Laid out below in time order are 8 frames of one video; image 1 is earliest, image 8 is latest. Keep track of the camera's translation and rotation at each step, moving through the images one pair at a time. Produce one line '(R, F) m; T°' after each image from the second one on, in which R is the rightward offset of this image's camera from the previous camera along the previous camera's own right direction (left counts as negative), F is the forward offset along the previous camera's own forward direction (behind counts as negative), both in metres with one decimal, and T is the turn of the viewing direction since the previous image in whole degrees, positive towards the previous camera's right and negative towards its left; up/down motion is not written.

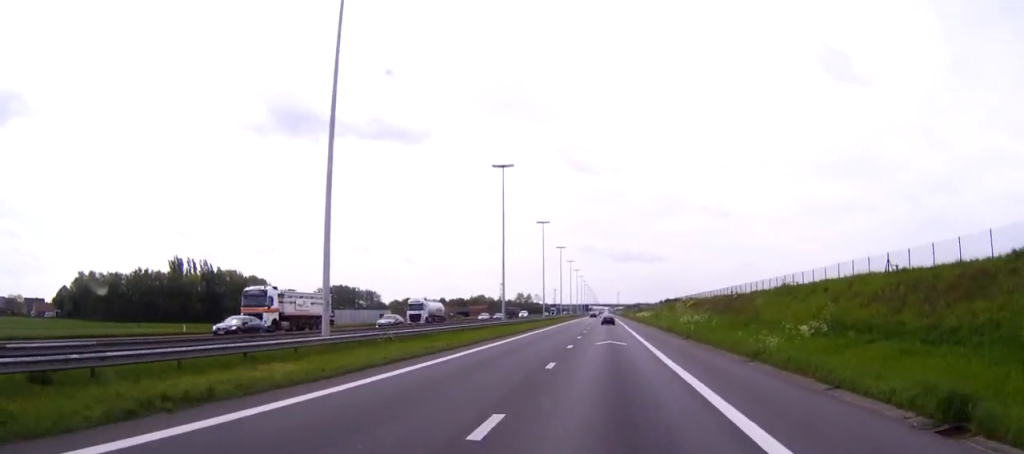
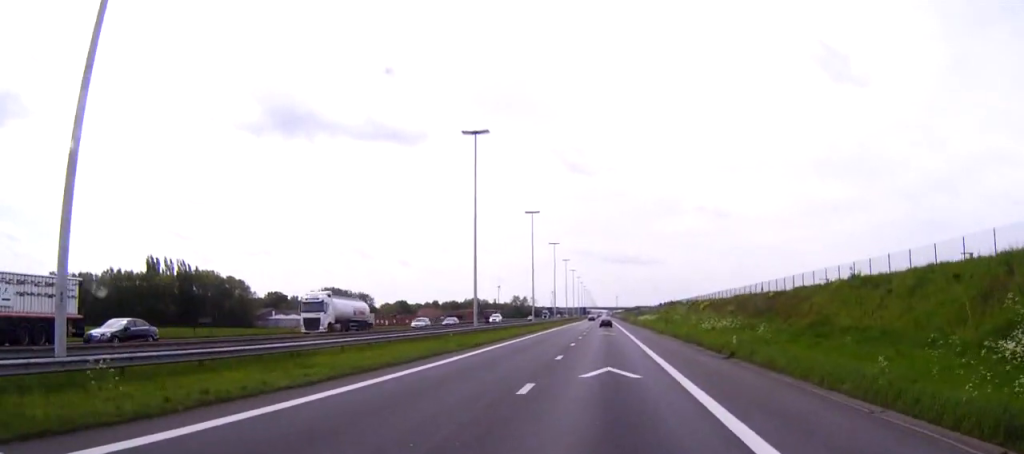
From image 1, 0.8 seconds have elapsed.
(0.0, +18.7) m; 0°
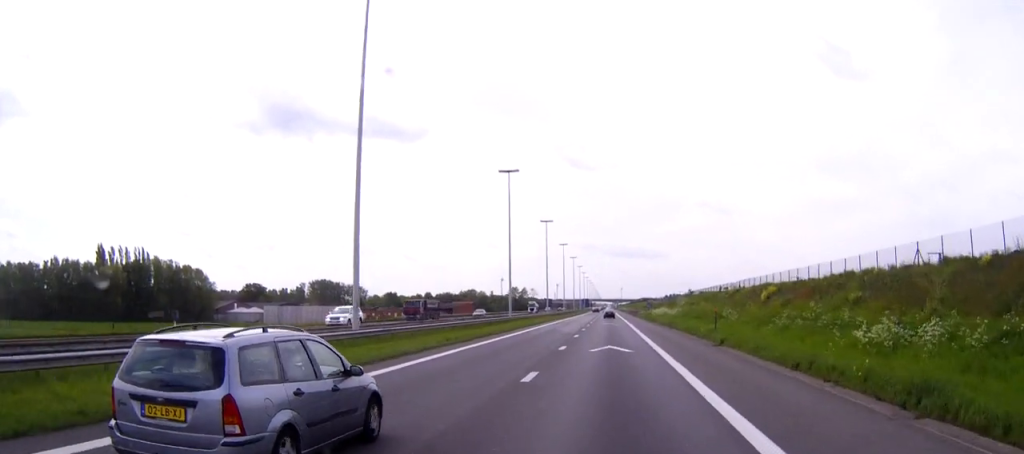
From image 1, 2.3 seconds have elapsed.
(0.0, +36.5) m; 0°
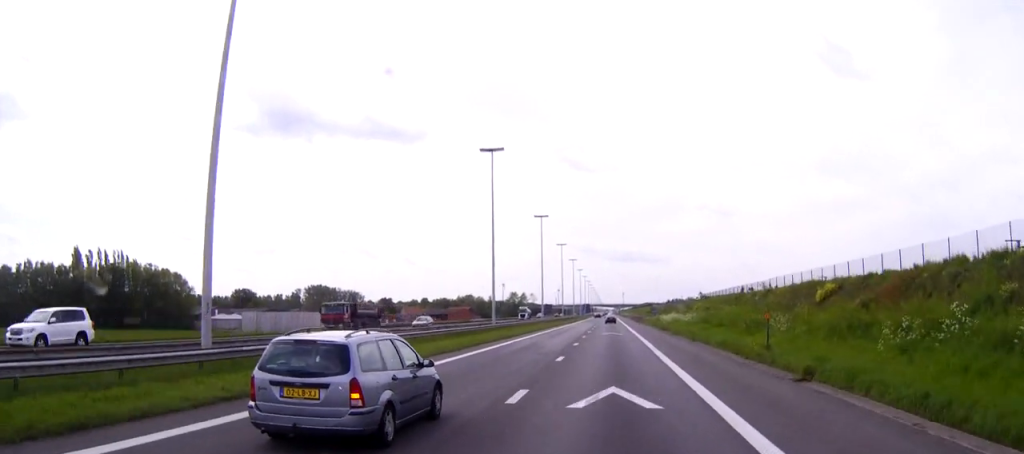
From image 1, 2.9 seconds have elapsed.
(0.0, +15.4) m; 0°
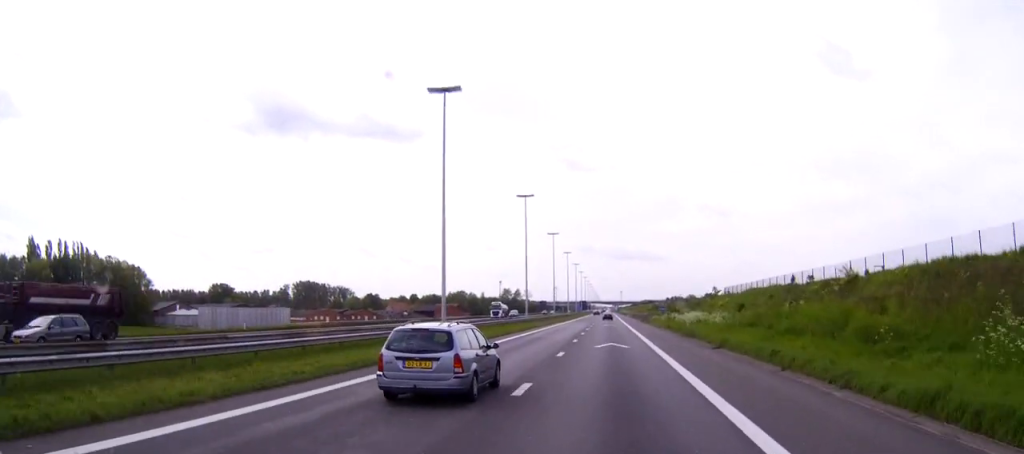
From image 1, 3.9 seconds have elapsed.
(0.0, +24.3) m; 0°
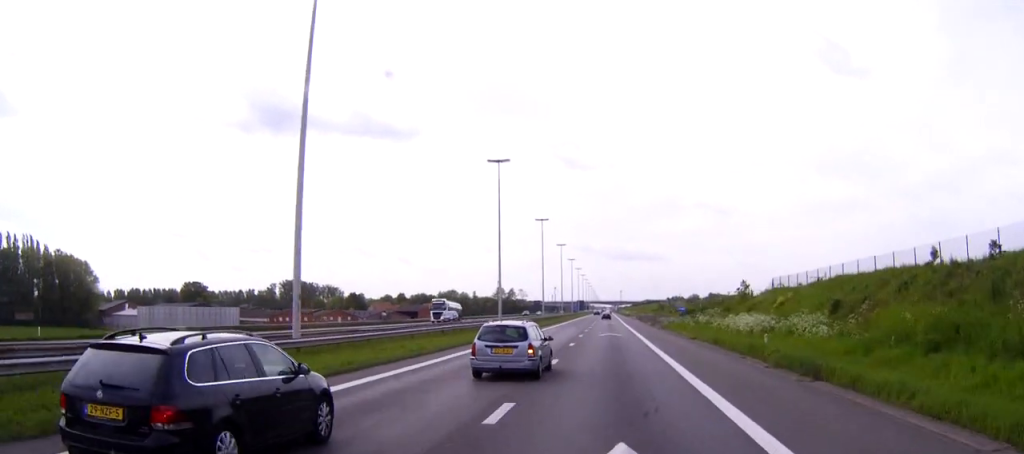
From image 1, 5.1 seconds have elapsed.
(0.0, +28.4) m; 0°
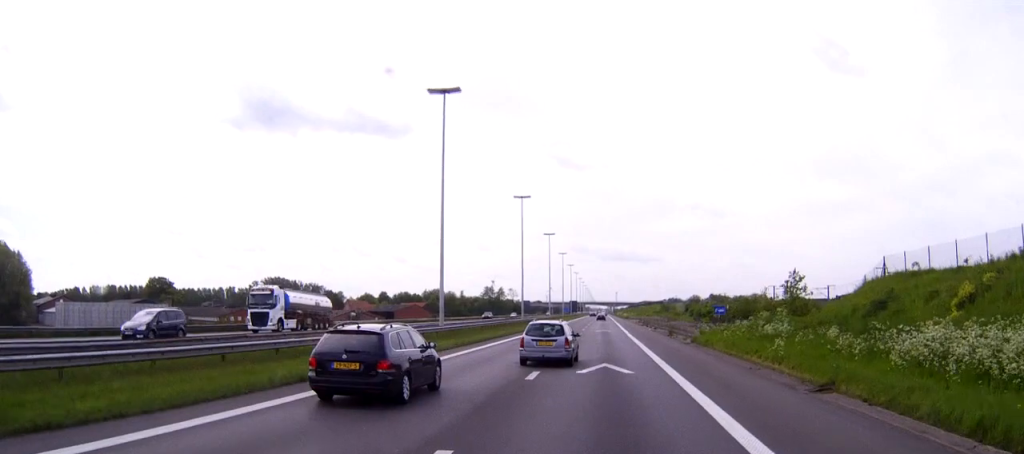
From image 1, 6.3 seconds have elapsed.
(0.0, +29.2) m; 0°
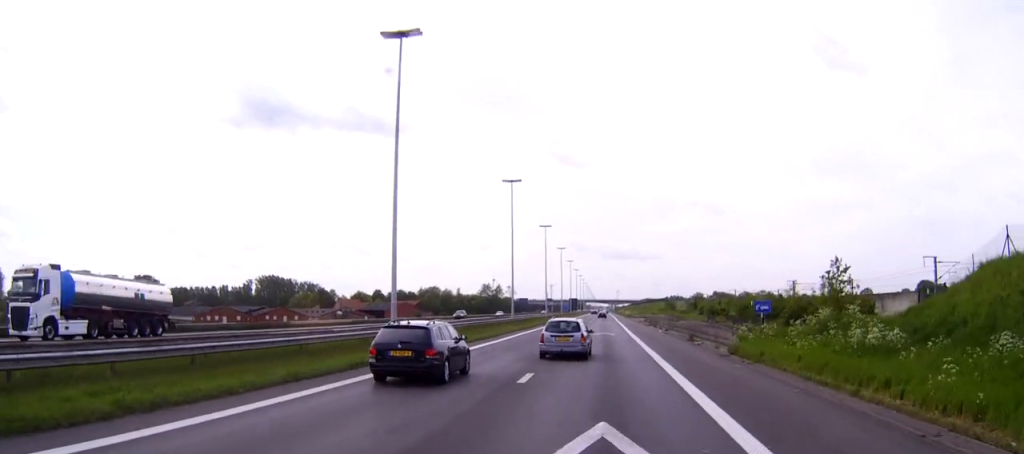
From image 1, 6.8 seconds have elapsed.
(0.0, +13.8) m; 0°
